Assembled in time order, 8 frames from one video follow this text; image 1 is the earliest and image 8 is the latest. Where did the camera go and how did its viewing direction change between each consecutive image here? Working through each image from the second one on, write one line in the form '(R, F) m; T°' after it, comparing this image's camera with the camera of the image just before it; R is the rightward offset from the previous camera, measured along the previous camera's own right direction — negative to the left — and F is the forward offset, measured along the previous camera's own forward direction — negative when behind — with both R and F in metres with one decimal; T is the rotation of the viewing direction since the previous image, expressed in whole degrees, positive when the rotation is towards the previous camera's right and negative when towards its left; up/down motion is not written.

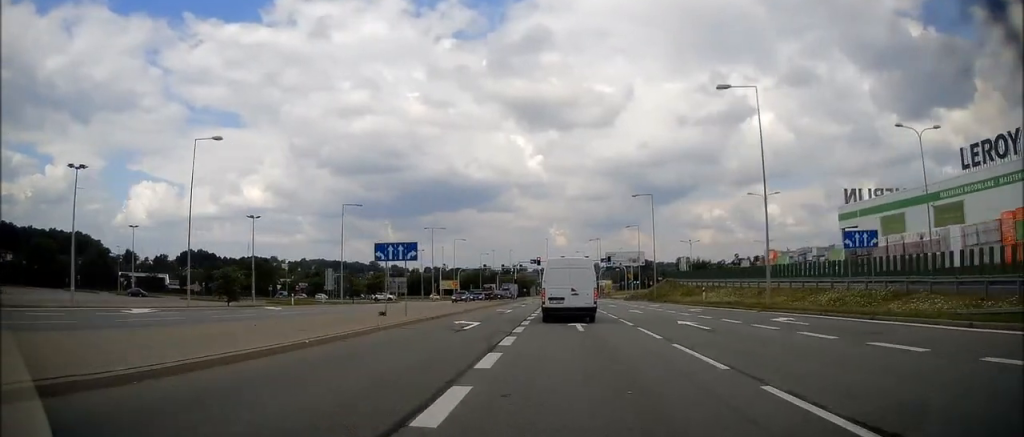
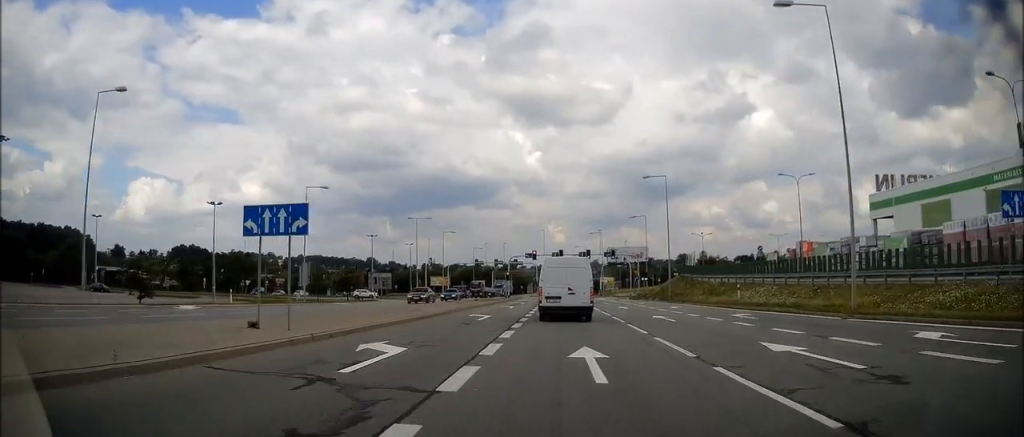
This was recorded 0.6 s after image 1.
(+0.1, +10.3) m; +1°
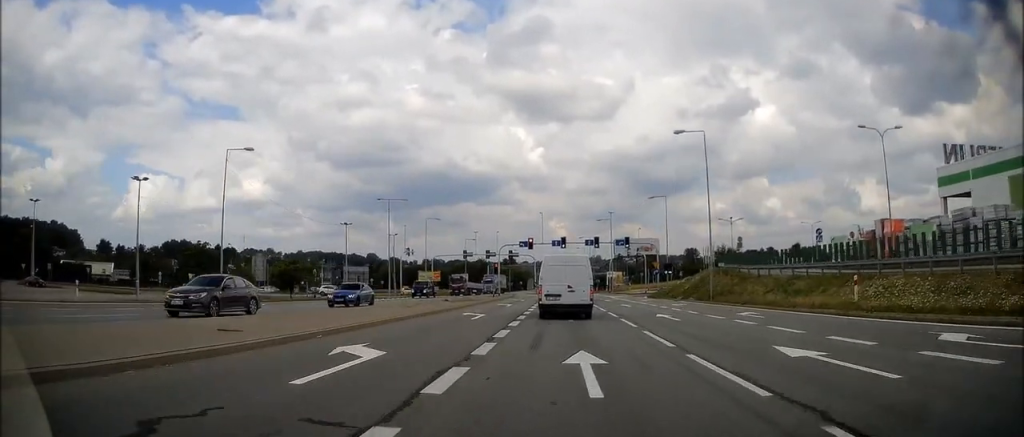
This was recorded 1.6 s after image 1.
(+0.2, +16.3) m; -1°
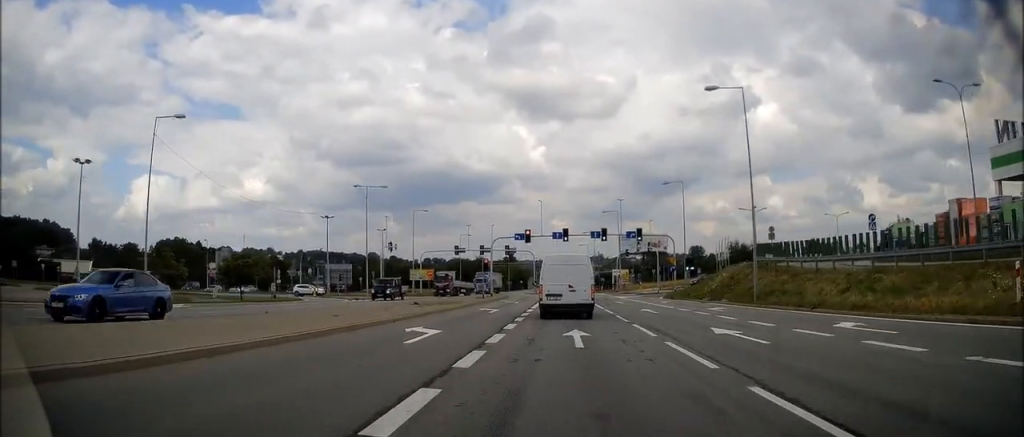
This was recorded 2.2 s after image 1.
(-0.2, +9.8) m; 0°
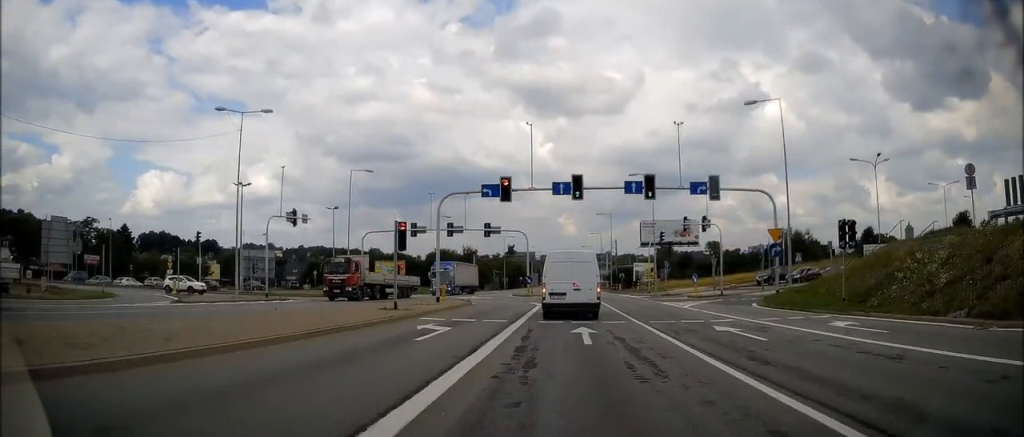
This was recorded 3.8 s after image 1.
(0.0, +29.3) m; 0°
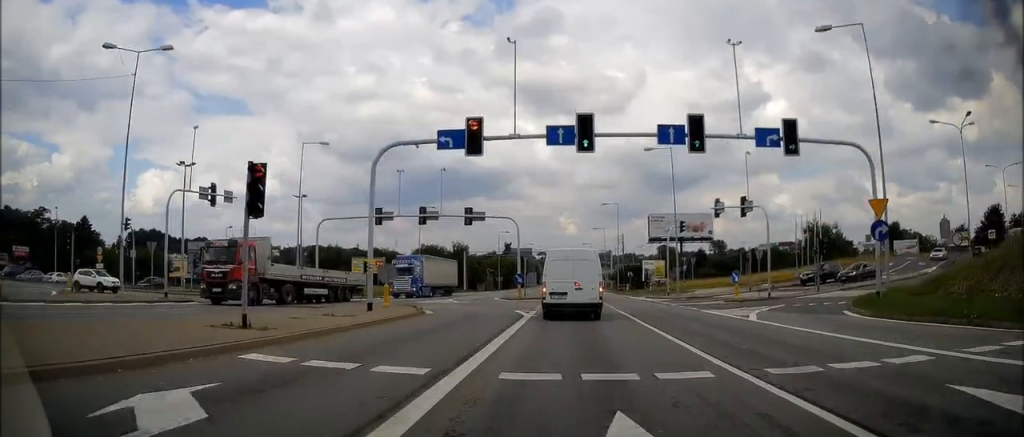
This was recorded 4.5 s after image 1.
(+0.1, +11.8) m; -1°
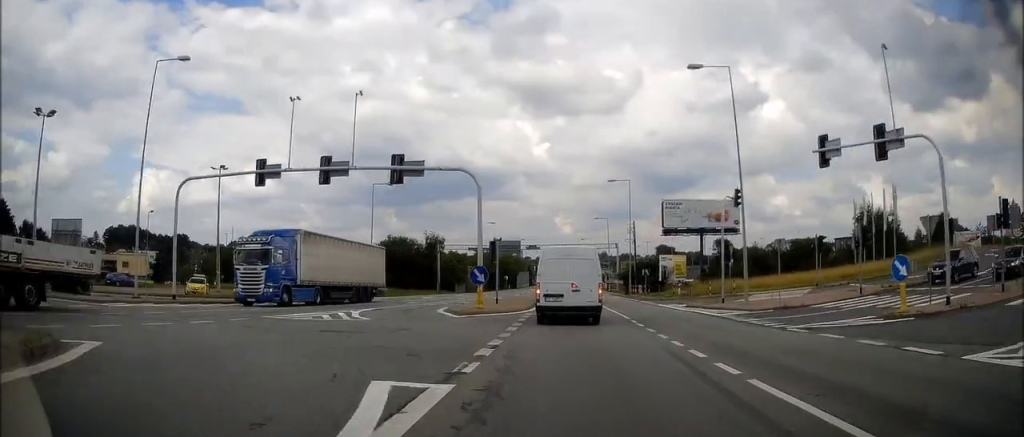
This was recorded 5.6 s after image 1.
(-0.3, +19.7) m; +1°
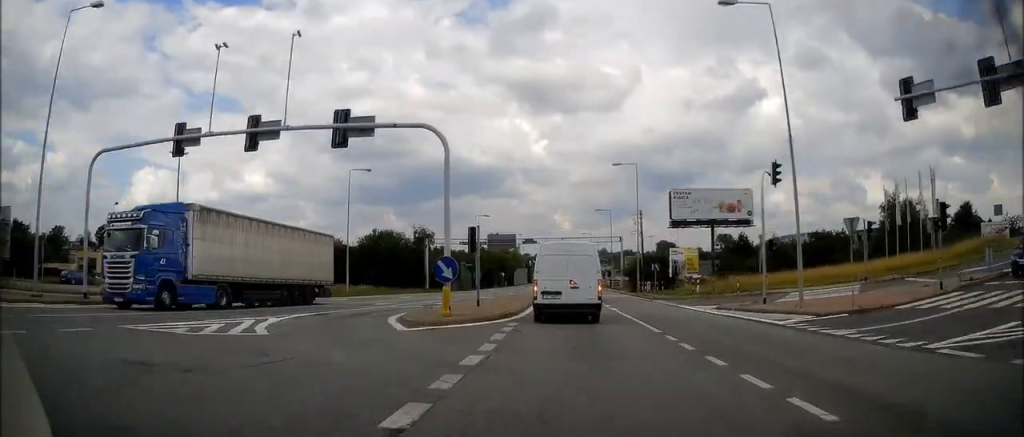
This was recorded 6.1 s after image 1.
(+0.2, +7.3) m; 0°
